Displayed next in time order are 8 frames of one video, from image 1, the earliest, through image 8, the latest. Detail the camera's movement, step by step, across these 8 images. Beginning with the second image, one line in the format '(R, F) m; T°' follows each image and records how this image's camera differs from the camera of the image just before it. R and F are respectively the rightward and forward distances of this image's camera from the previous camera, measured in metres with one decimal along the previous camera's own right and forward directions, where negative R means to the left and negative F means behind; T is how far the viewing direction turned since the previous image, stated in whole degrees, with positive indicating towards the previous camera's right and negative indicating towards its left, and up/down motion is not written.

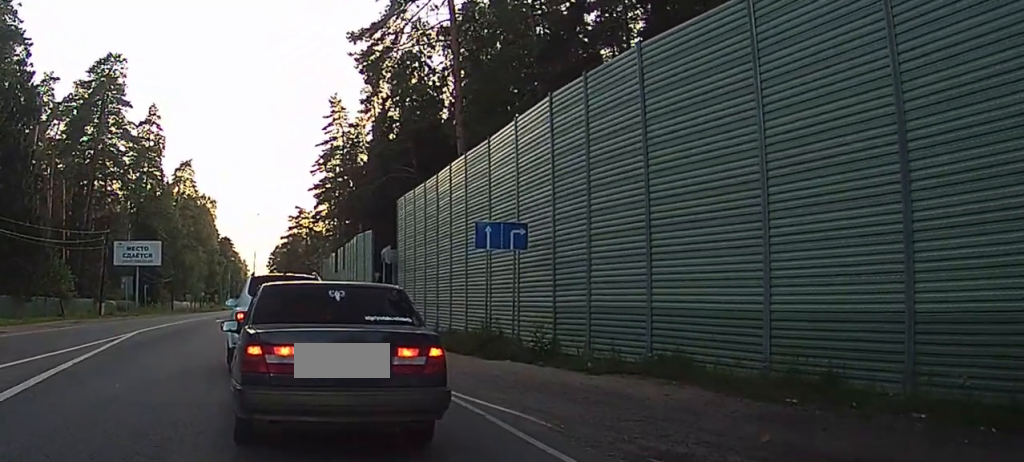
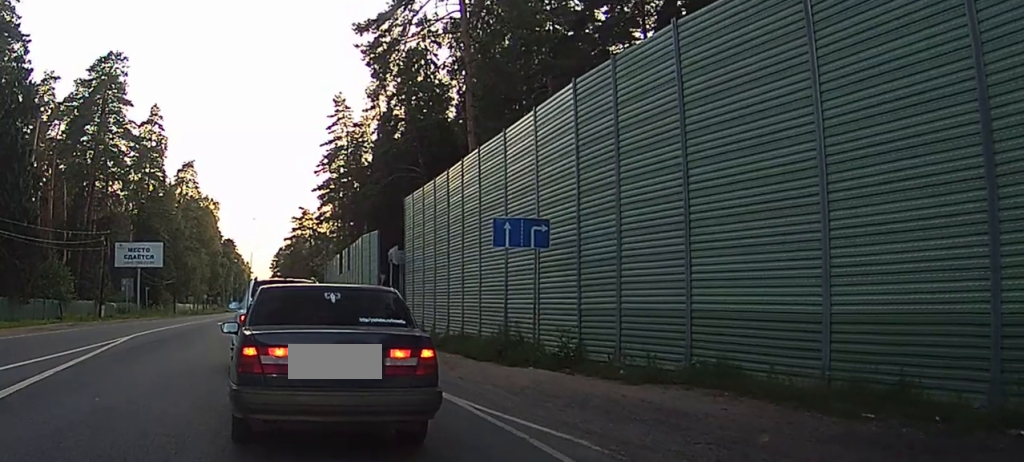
(-0.2, +1.9) m; -2°
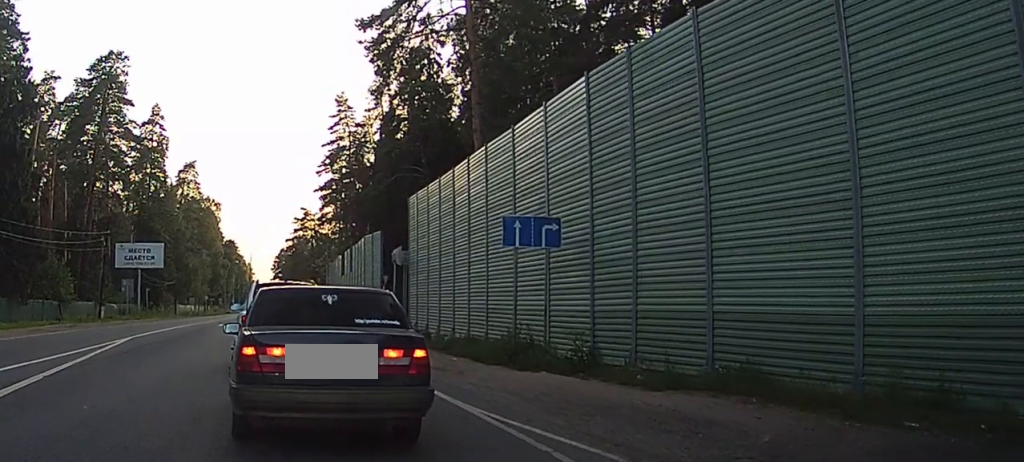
(+0.1, +0.8) m; -1°
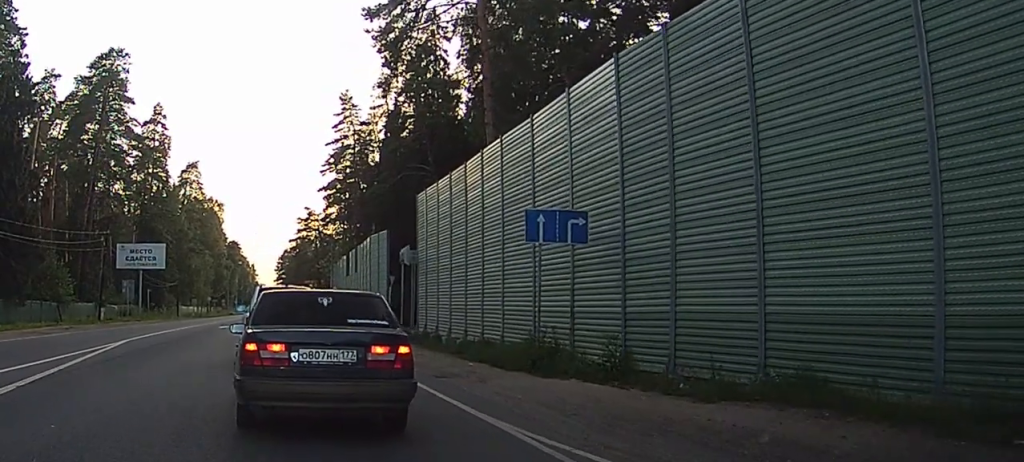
(0.0, +1.8) m; -1°
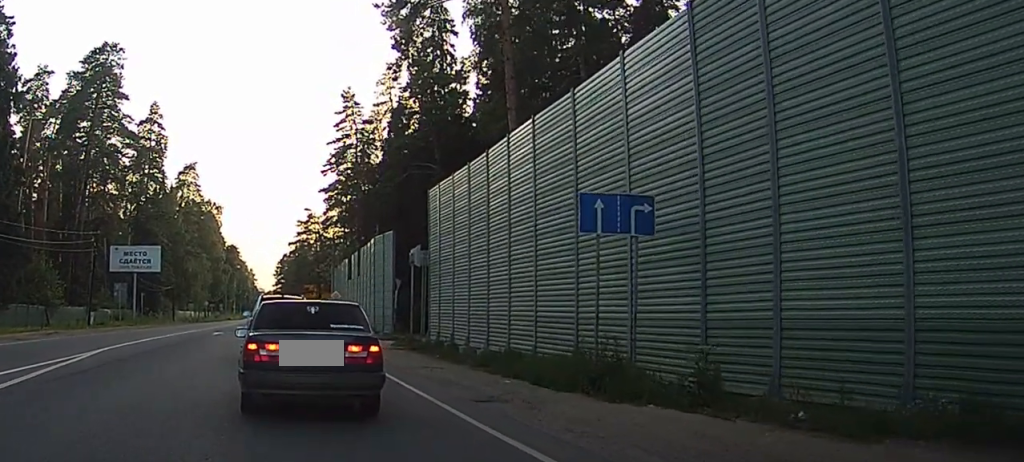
(-0.1, +3.9) m; -7°
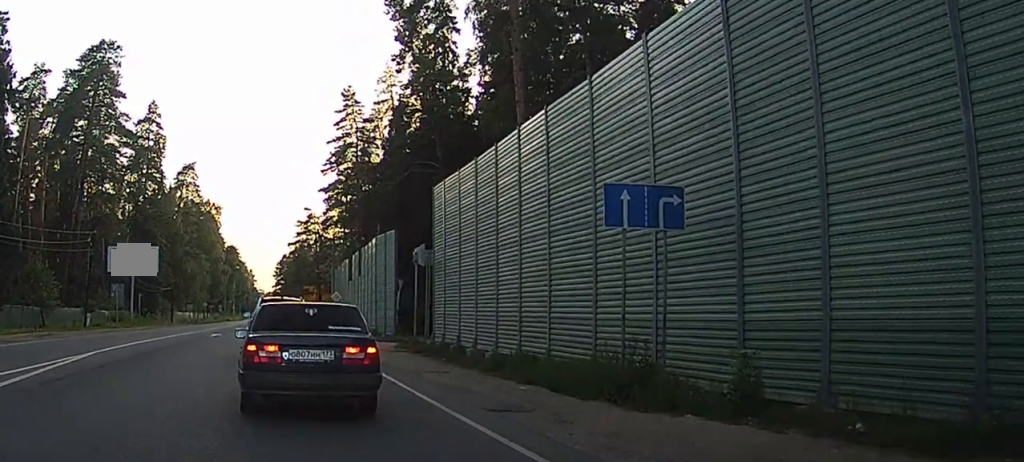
(-0.2, +1.2) m; +2°
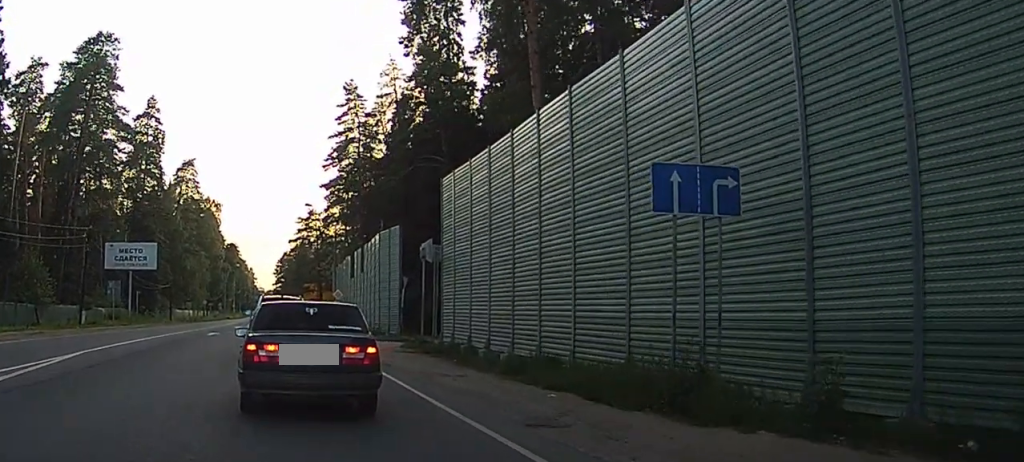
(-0.2, +1.5) m; +2°
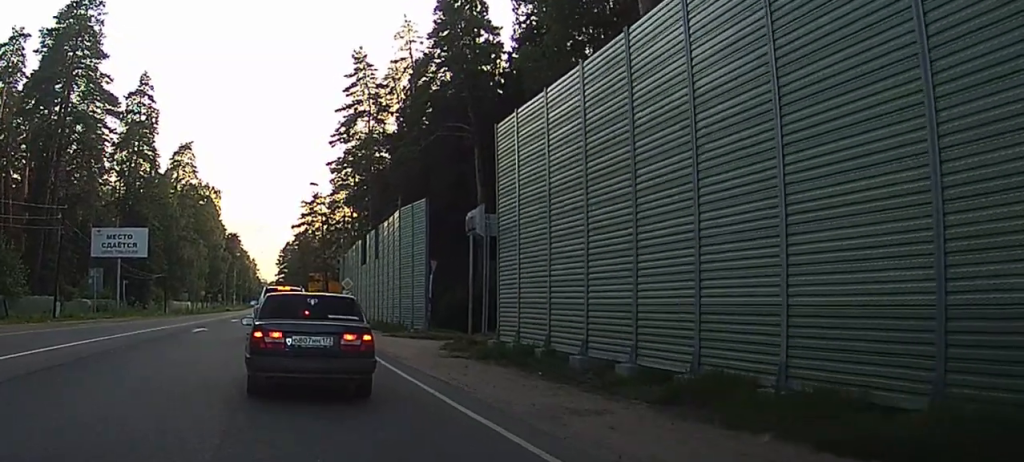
(+0.8, +7.4) m; -1°
